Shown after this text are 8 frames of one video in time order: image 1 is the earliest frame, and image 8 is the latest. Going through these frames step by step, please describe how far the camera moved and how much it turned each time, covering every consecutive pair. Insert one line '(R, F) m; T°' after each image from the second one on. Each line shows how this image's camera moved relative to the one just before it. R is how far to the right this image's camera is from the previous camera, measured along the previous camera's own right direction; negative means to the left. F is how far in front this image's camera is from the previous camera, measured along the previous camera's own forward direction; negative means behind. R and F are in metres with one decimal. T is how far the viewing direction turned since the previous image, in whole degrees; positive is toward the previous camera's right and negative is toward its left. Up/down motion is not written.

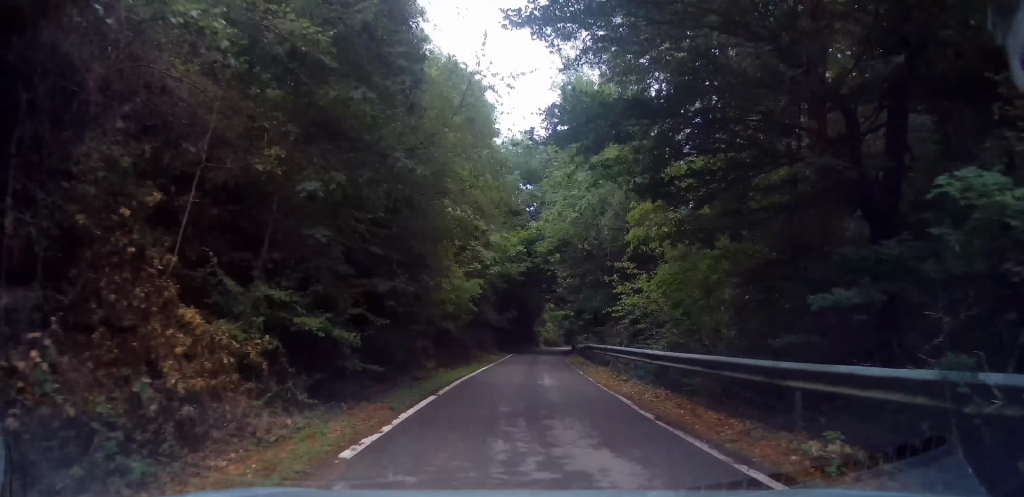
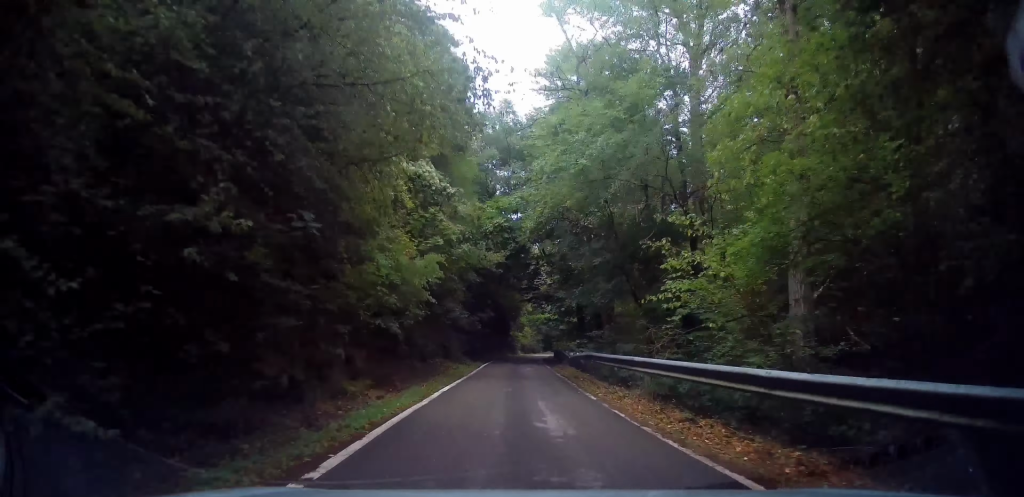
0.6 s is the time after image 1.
(+0.1, +6.4) m; +3°
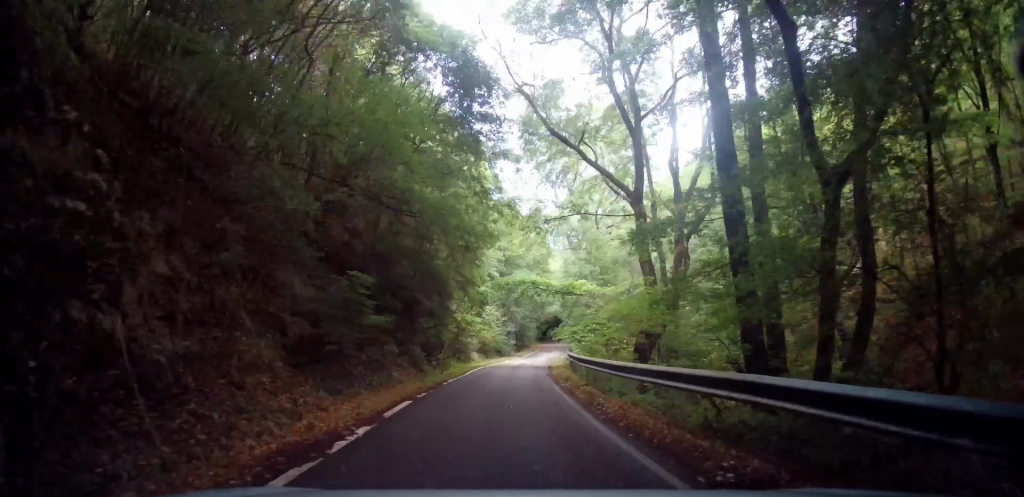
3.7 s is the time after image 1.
(+3.6, +35.9) m; +10°
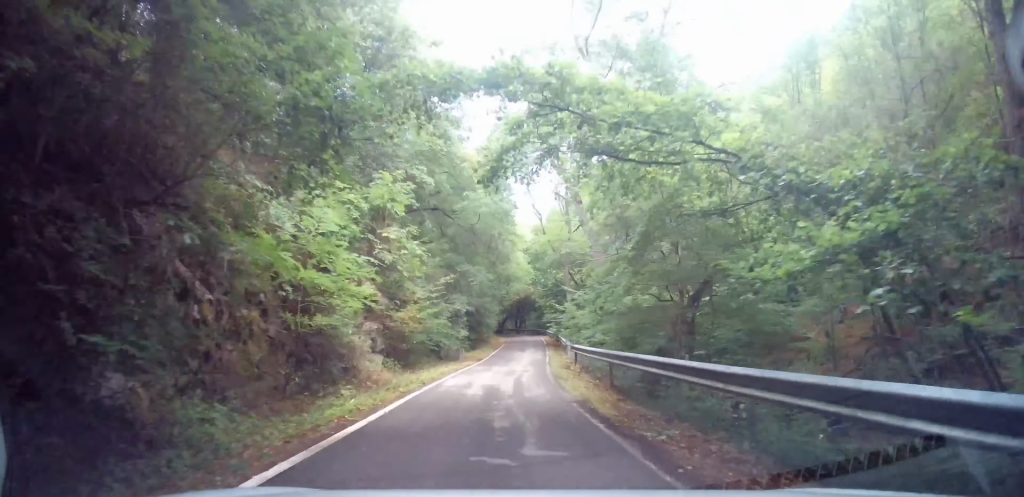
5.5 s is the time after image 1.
(+1.6, +22.5) m; +5°
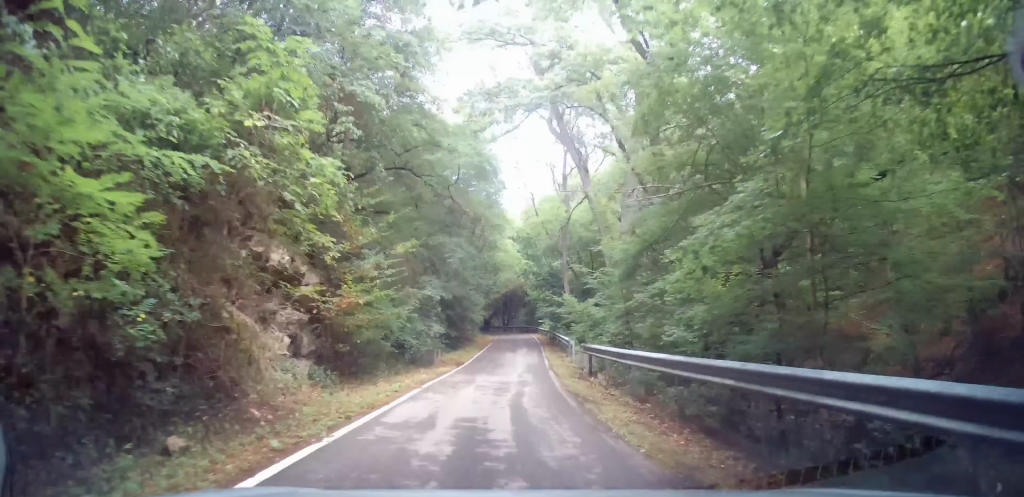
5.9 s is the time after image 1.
(-0.2, +6.3) m; -1°
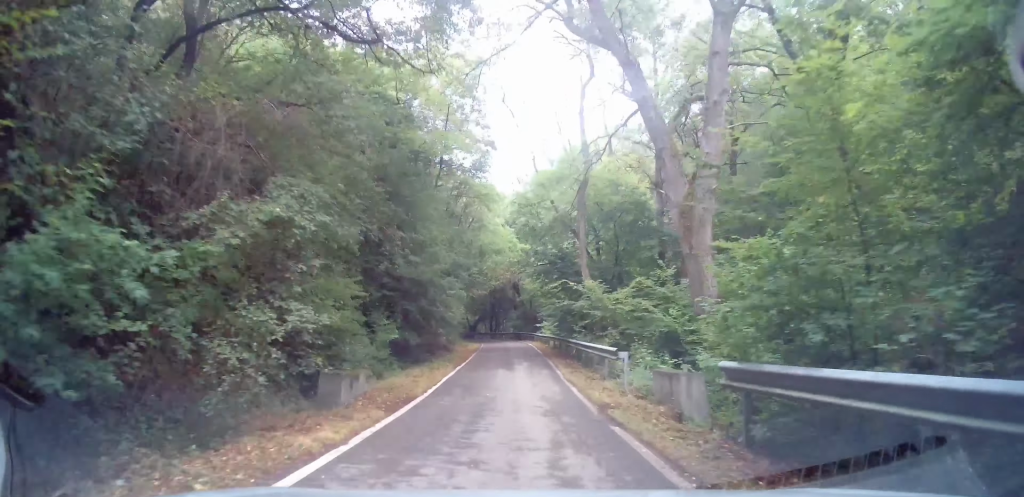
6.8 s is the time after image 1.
(-0.1, +11.3) m; +1°
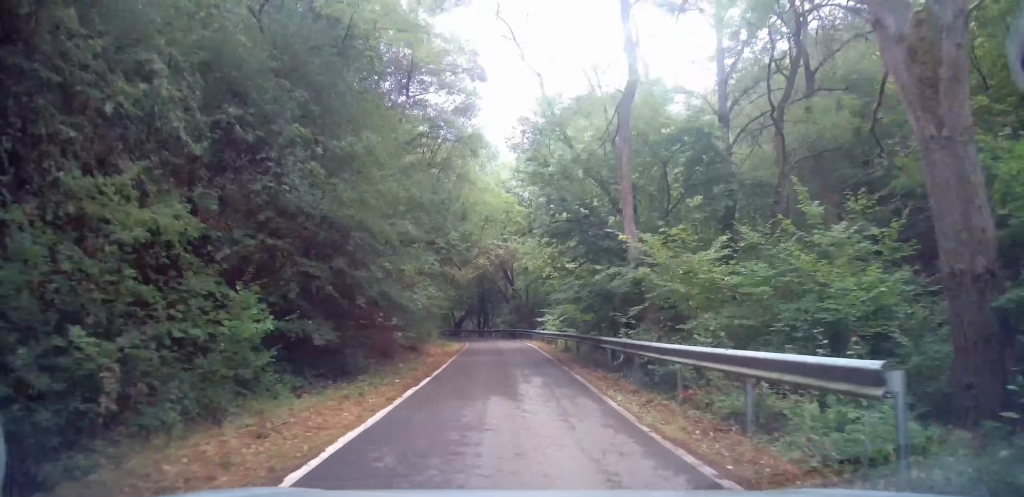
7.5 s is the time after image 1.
(+0.1, +9.5) m; +2°
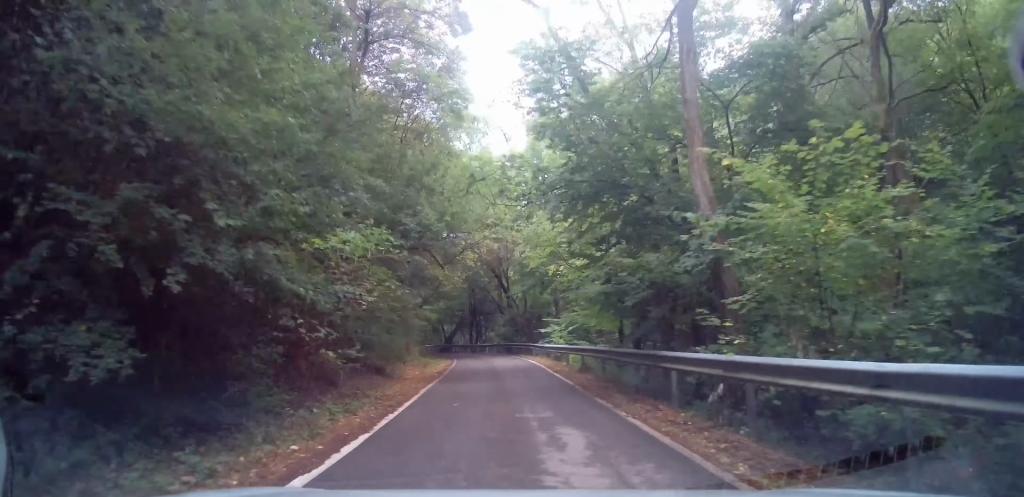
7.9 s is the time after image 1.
(+0.1, +5.9) m; +2°
